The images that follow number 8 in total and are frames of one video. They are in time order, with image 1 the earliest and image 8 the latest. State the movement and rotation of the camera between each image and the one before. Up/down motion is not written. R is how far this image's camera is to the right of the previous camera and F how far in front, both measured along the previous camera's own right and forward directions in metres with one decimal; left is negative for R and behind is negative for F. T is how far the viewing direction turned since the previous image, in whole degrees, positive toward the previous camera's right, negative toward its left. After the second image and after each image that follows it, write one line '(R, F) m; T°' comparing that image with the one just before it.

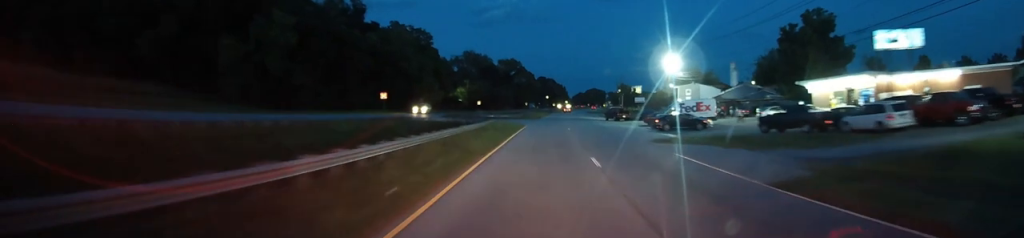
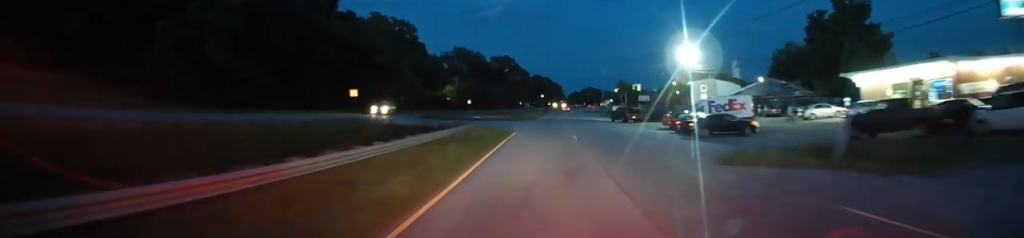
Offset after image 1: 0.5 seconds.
(+0.1, +13.4) m; 0°
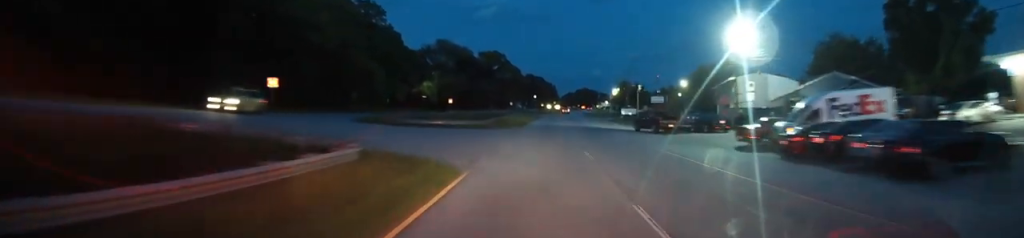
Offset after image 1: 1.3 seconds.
(-0.1, +21.5) m; +1°
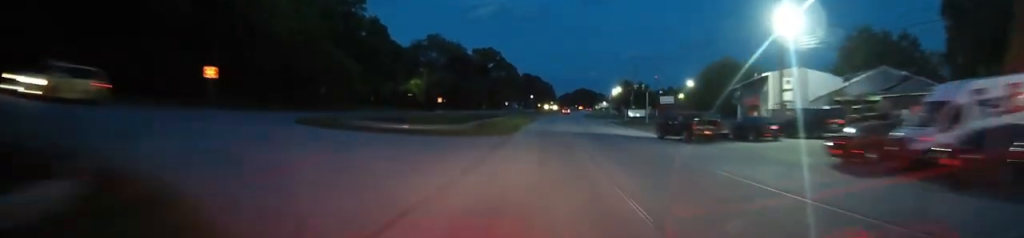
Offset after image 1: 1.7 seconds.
(+0.1, +10.7) m; 0°
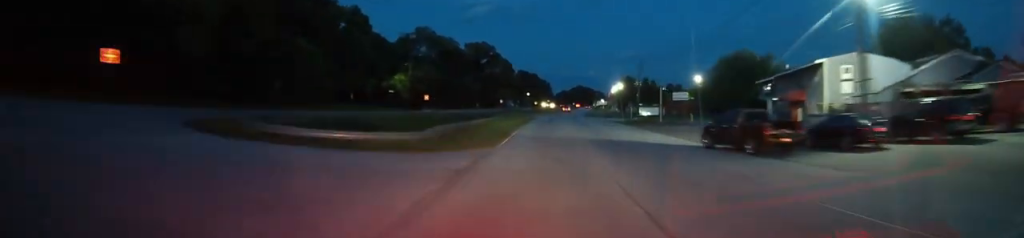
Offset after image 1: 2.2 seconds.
(+0.1, +11.3) m; 0°
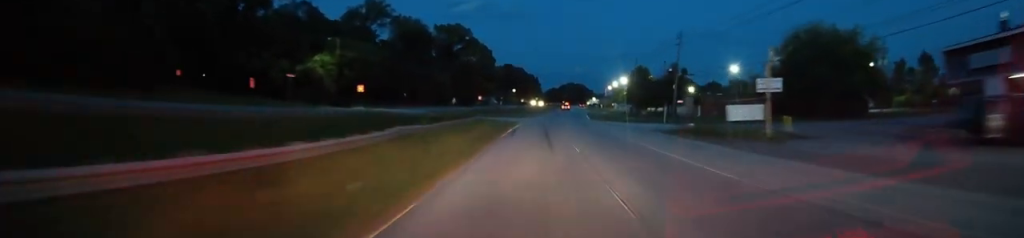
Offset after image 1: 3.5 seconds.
(+0.2, +37.6) m; +1°
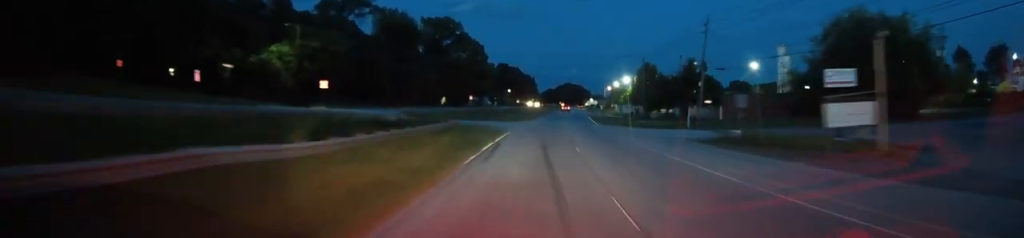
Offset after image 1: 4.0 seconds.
(+0.2, +13.3) m; +1°
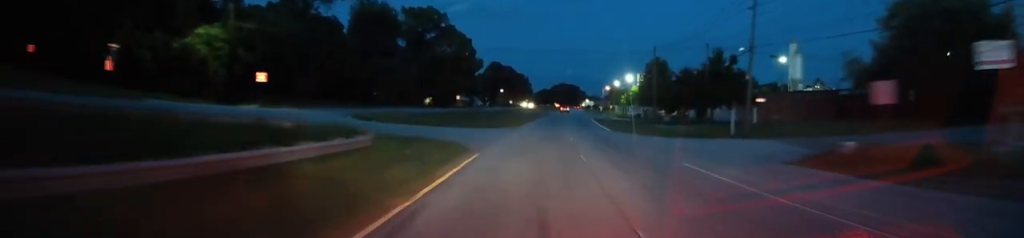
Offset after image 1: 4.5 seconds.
(+0.1, +14.4) m; +1°
